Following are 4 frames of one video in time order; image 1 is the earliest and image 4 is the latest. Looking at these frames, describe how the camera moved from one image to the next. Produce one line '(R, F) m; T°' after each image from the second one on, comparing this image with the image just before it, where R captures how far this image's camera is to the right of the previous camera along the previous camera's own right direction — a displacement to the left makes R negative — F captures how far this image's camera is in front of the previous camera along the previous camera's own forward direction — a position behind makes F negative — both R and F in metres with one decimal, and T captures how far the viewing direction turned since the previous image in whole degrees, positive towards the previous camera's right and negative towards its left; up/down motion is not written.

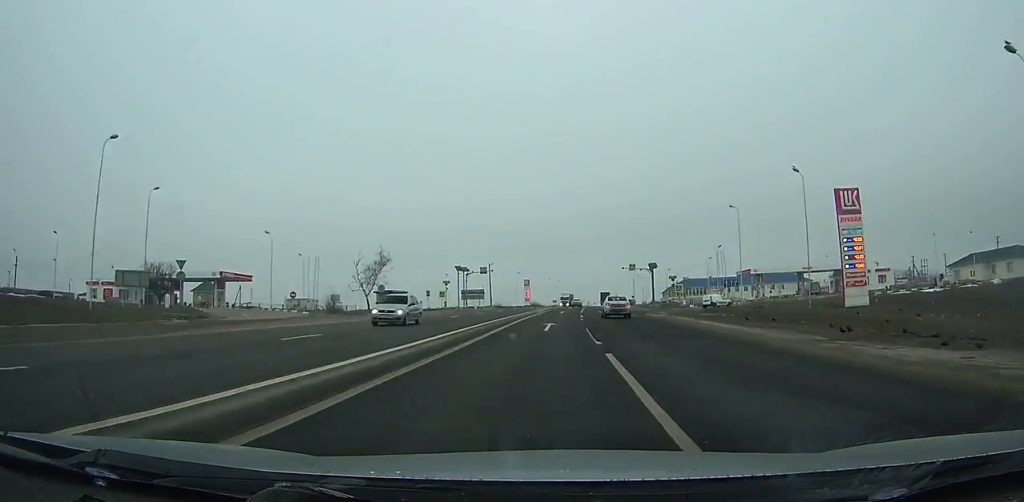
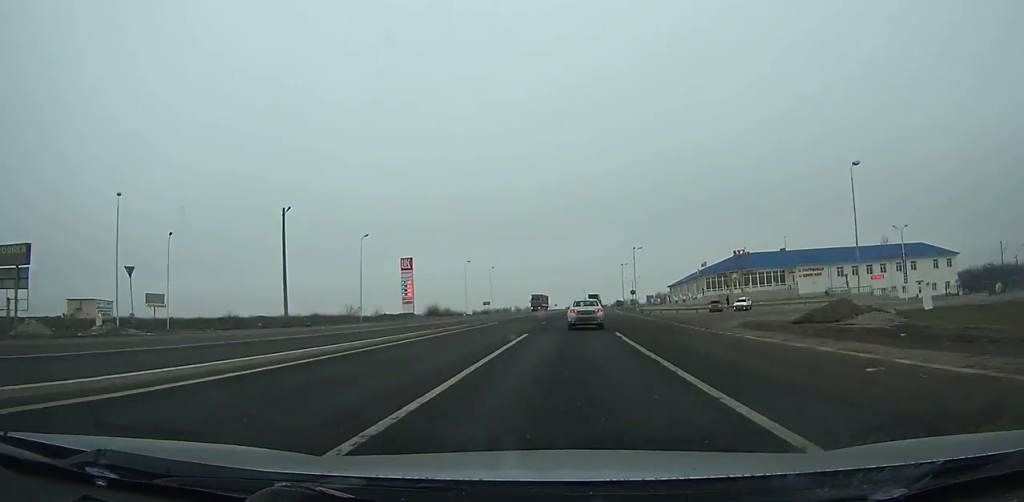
(+3.9, +104.4) m; +4°
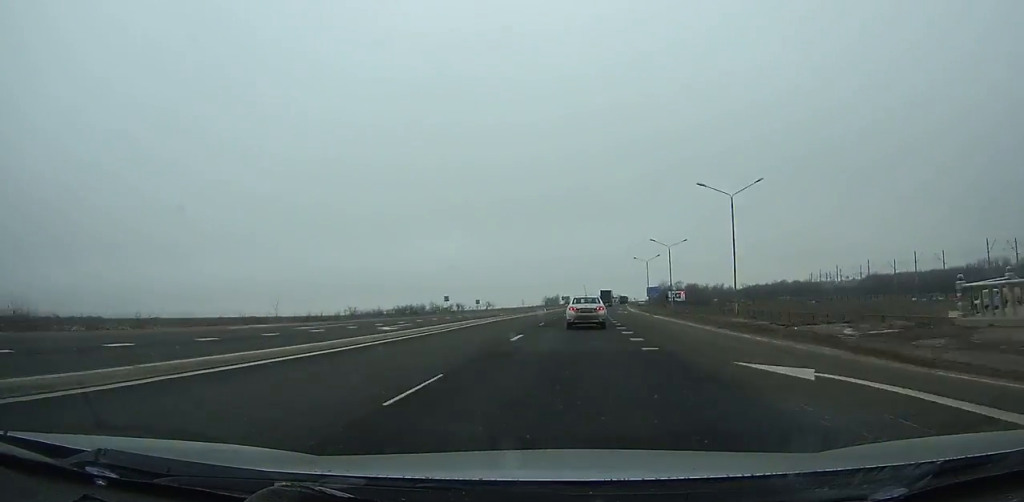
(+4.5, +138.7) m; +4°
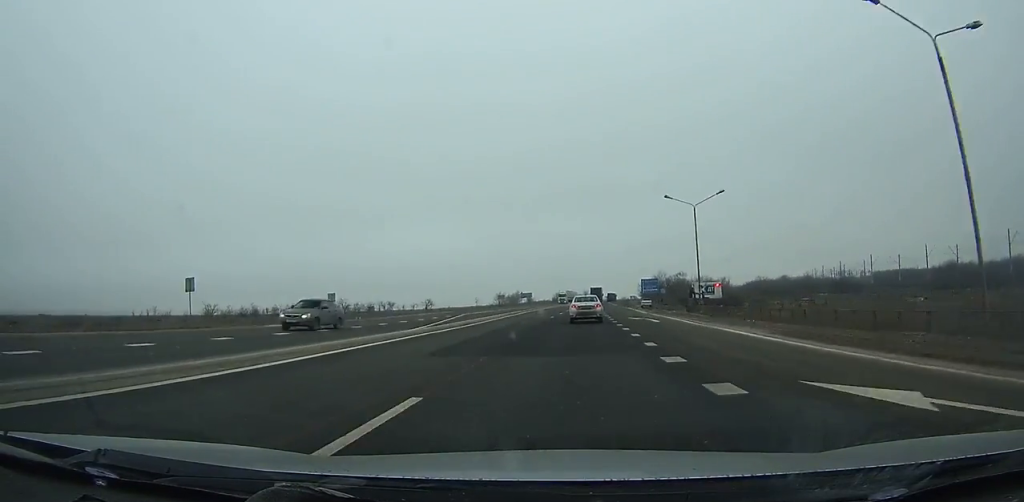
(+1.4, +64.9) m; +2°
